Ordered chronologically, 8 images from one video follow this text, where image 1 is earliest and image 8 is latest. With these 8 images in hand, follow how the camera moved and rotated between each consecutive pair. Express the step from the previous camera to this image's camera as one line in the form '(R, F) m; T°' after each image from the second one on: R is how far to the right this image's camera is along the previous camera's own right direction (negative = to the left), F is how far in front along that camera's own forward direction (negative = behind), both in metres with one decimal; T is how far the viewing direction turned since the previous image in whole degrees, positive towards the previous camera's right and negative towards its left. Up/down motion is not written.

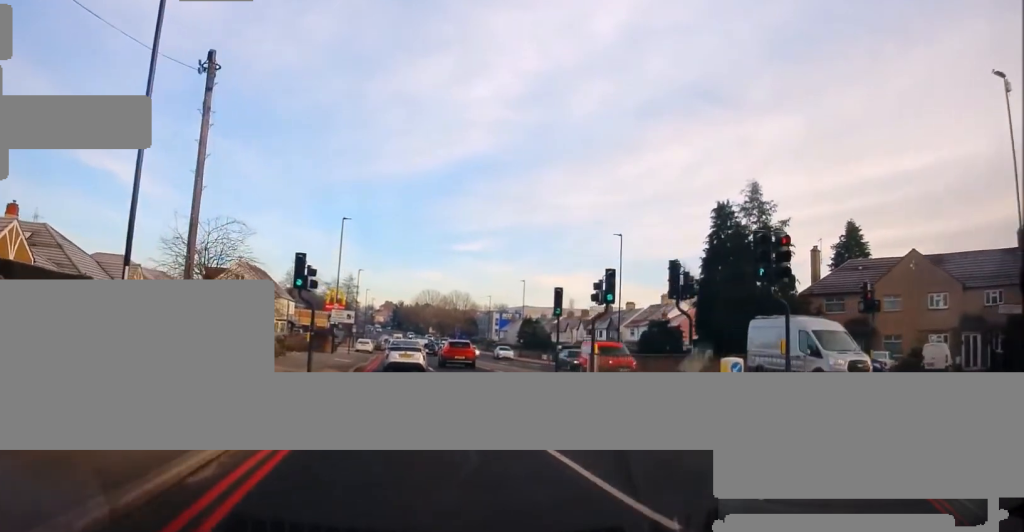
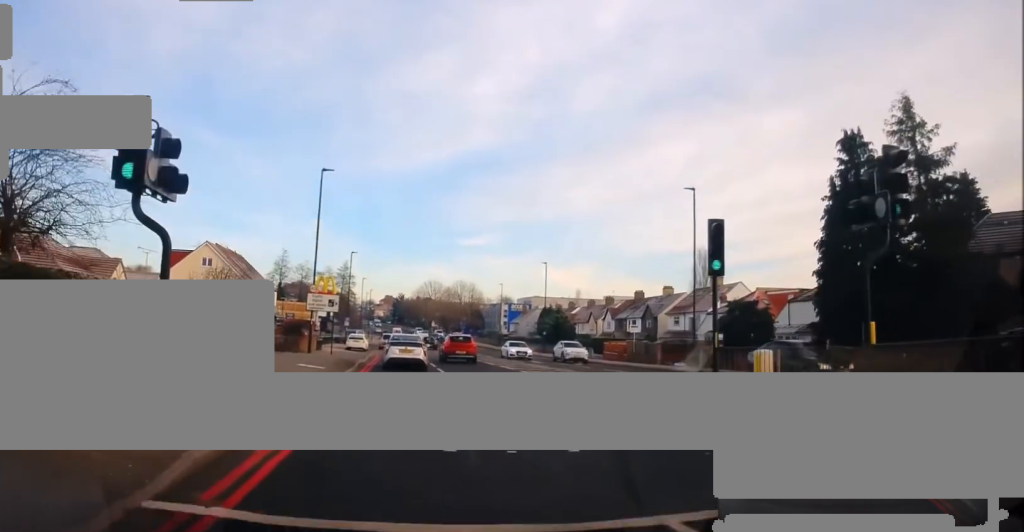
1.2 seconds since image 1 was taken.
(-0.3, +14.0) m; 0°
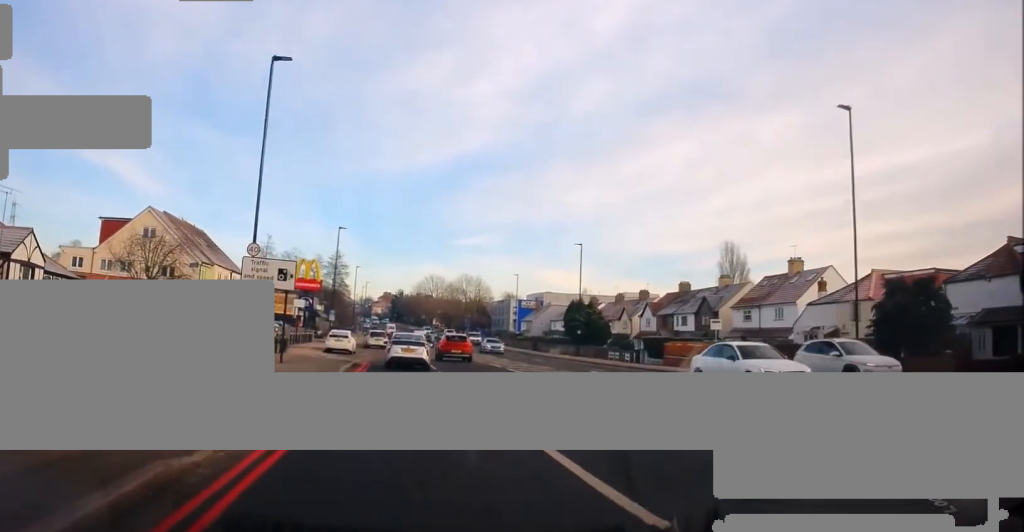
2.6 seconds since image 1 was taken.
(+0.4, +16.2) m; +1°
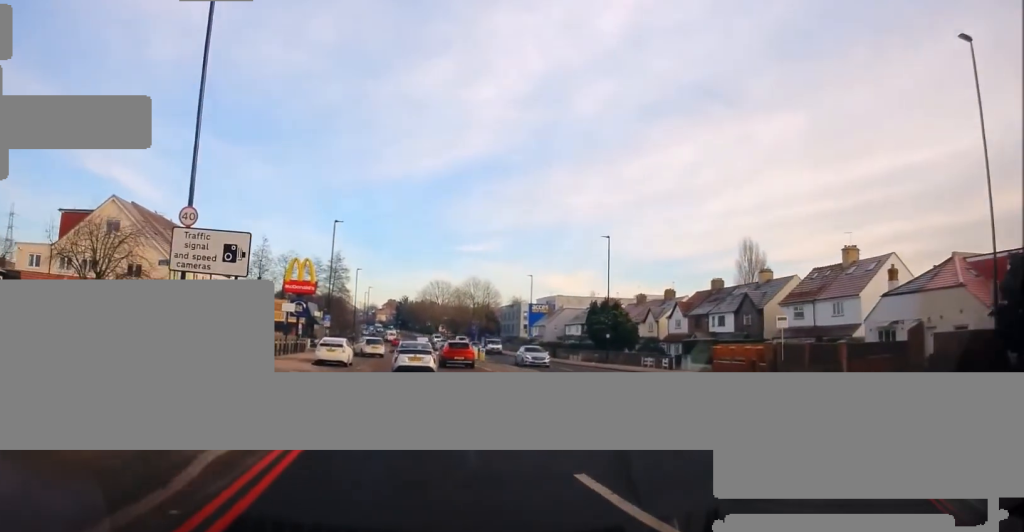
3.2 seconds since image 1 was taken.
(0.0, +7.8) m; 0°
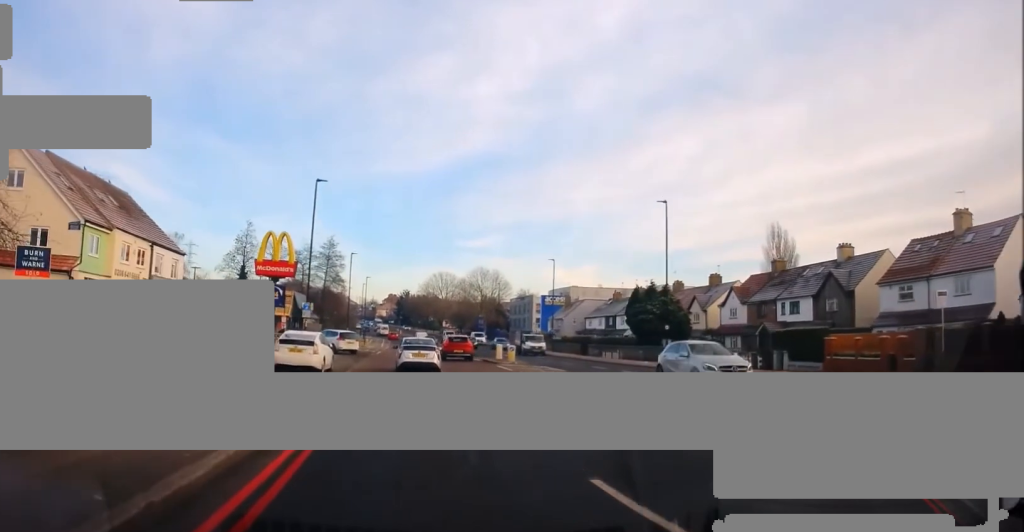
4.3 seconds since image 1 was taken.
(-0.1, +12.5) m; -1°
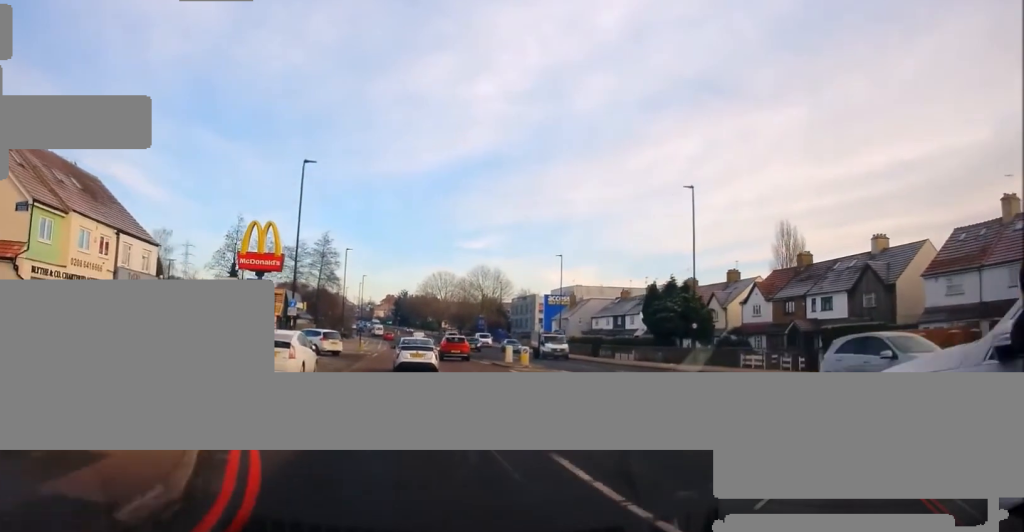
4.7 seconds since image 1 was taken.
(-0.1, +4.6) m; 0°
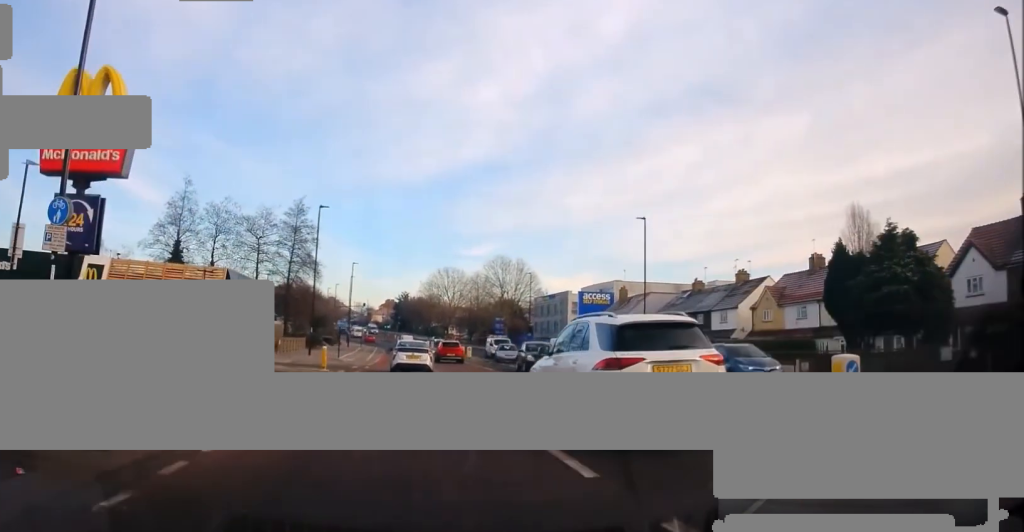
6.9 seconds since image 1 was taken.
(-0.2, +26.0) m; 0°
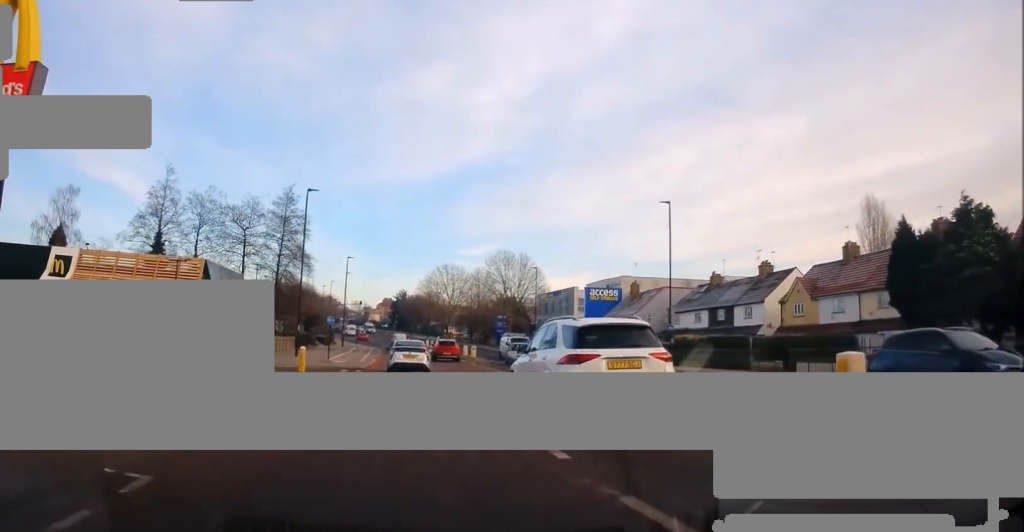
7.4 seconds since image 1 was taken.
(+0.1, +5.4) m; +1°
